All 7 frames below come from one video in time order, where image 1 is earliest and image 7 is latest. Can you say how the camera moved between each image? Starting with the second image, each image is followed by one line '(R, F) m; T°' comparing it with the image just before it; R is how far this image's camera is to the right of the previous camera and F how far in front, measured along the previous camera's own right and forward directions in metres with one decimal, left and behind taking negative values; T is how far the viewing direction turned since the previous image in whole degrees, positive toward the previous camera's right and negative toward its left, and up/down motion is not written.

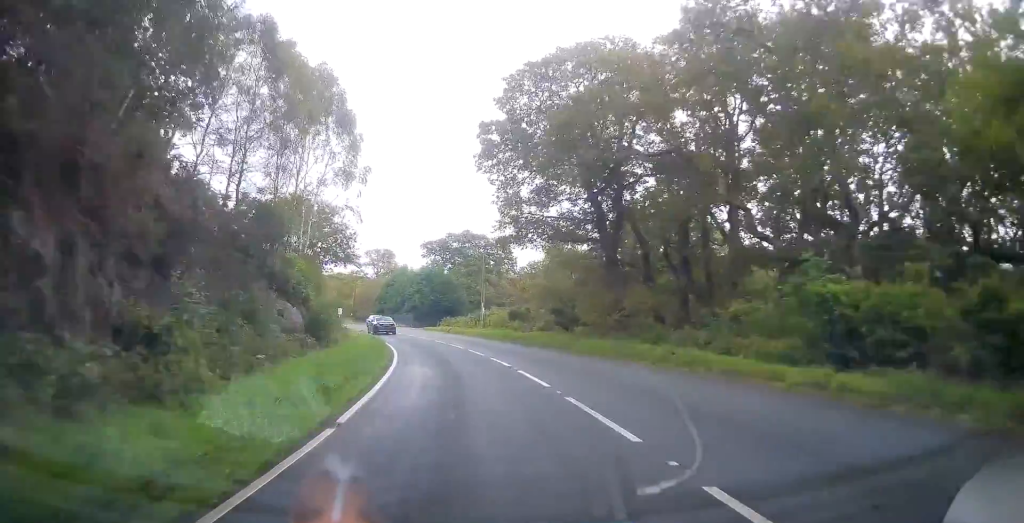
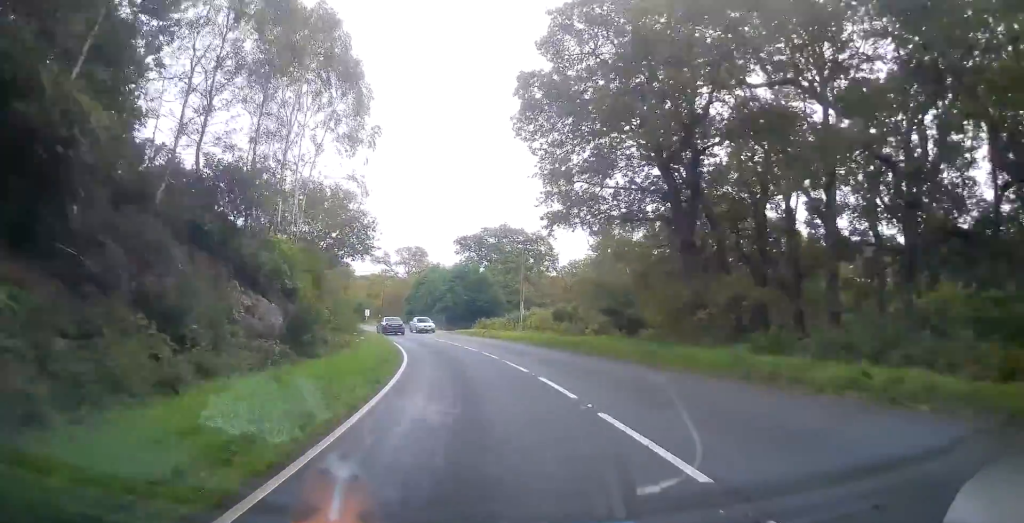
(-0.2, +7.6) m; -2°
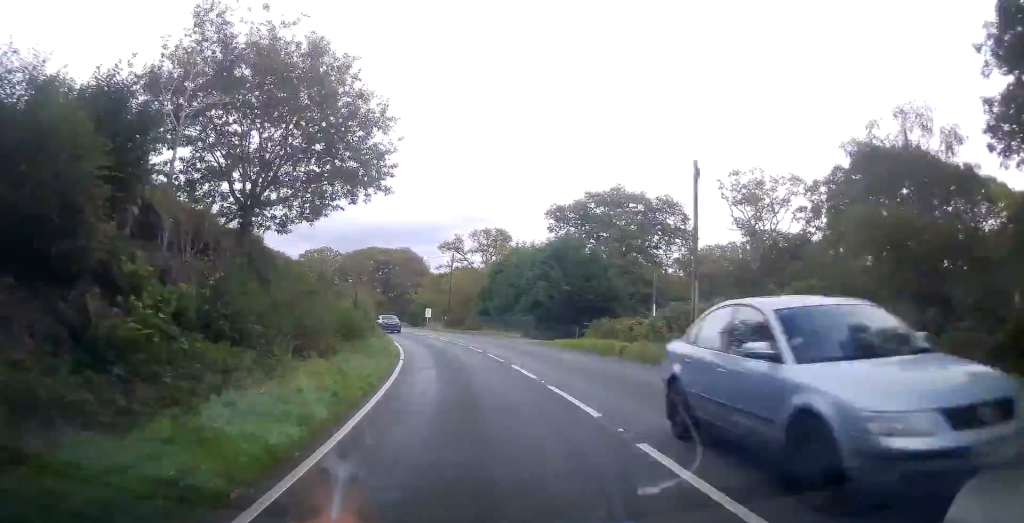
(-2.0, +25.4) m; -11°
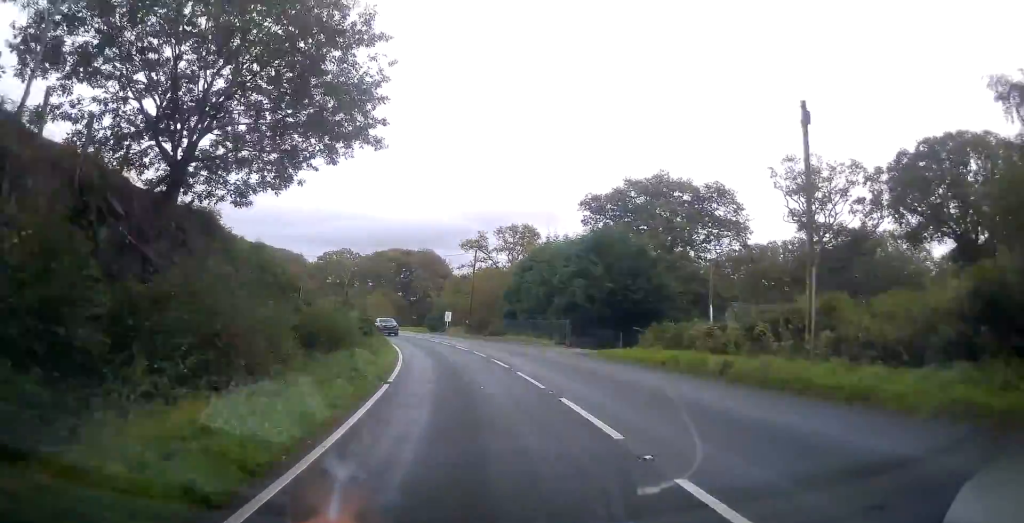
(-0.4, +7.2) m; -2°
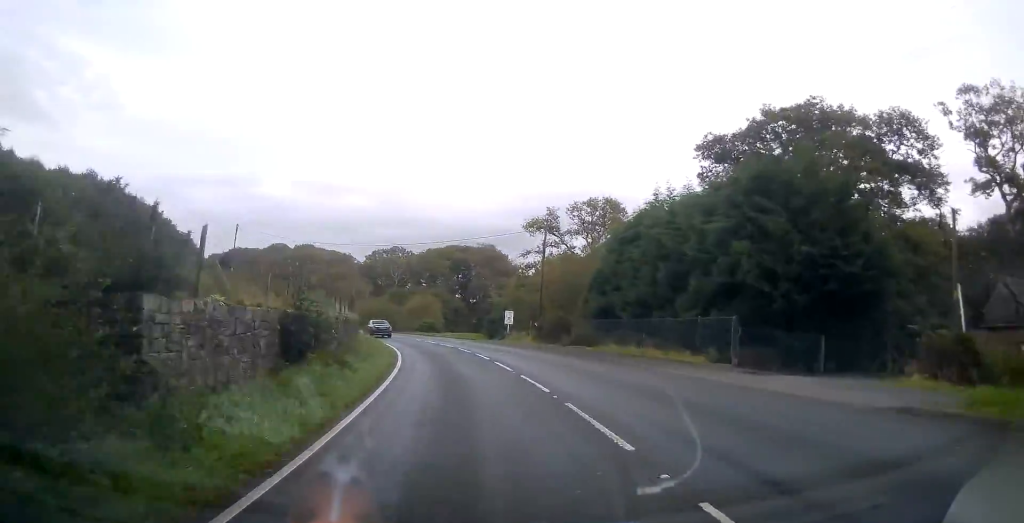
(-0.9, +17.9) m; -6°
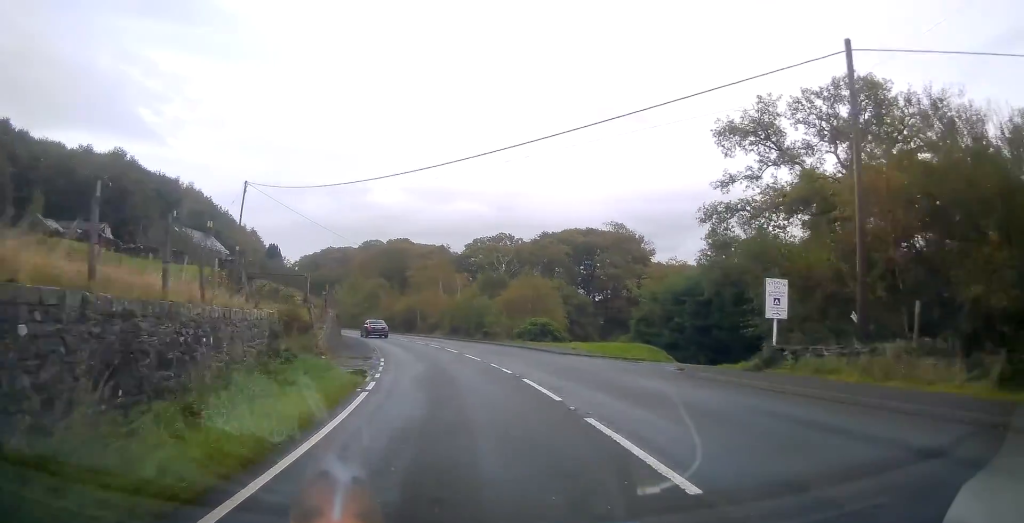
(-3.2, +30.5) m; -12°
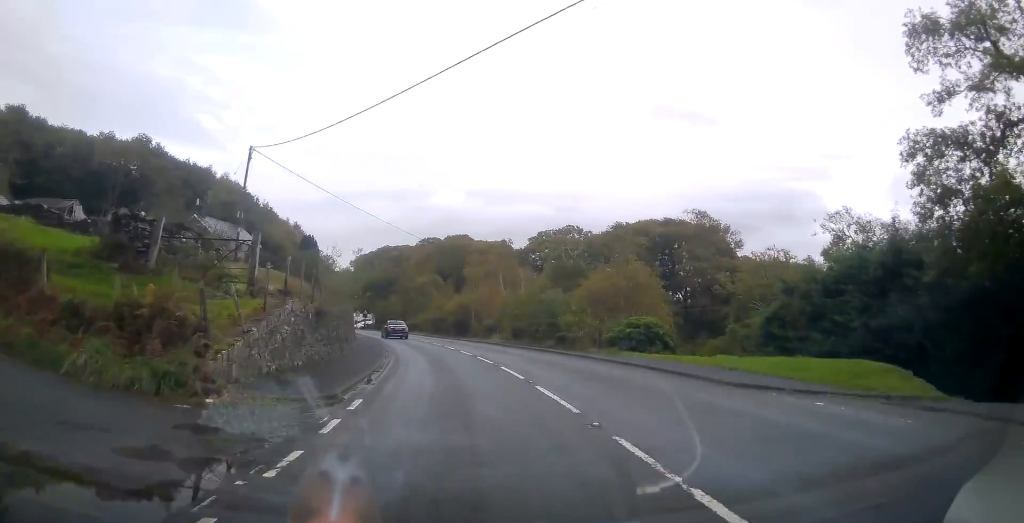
(-0.5, +12.8) m; -4°
